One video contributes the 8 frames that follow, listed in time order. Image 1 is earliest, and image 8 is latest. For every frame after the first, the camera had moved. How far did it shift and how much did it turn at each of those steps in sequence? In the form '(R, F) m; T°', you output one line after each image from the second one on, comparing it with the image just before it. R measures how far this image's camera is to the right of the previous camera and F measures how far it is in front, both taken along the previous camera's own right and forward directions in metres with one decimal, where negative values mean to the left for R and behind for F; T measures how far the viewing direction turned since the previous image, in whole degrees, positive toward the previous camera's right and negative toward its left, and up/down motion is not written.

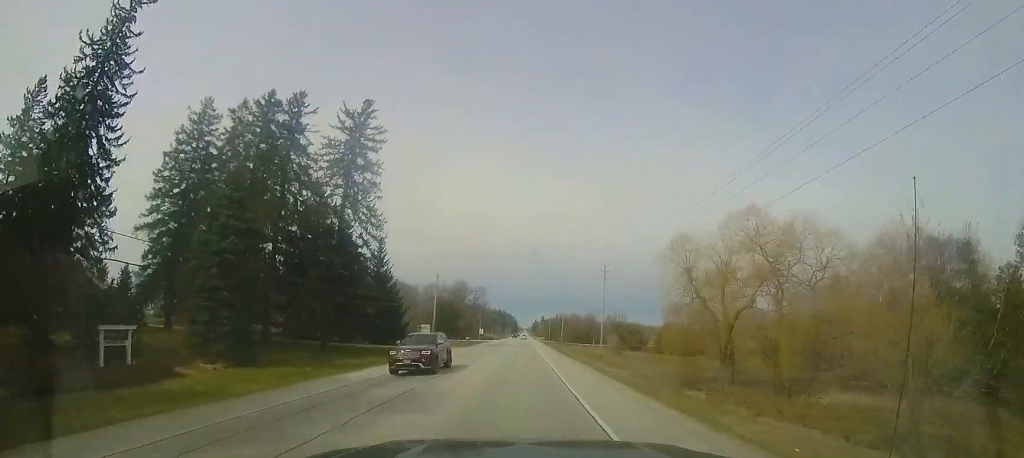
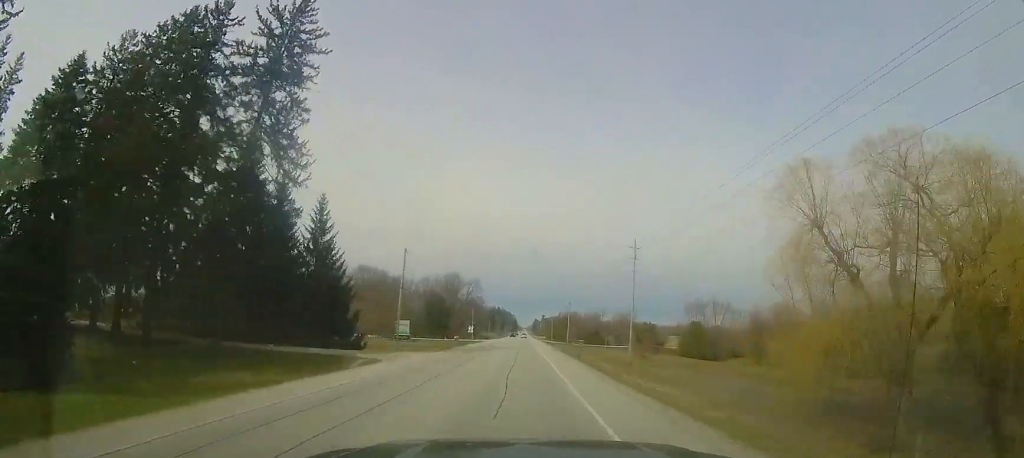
(+0.3, +16.9) m; 0°
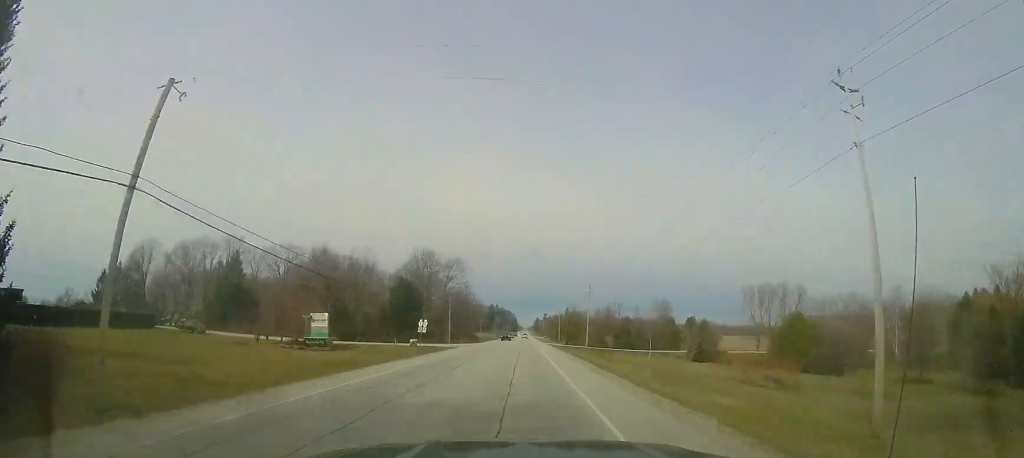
(-0.2, +33.0) m; 0°
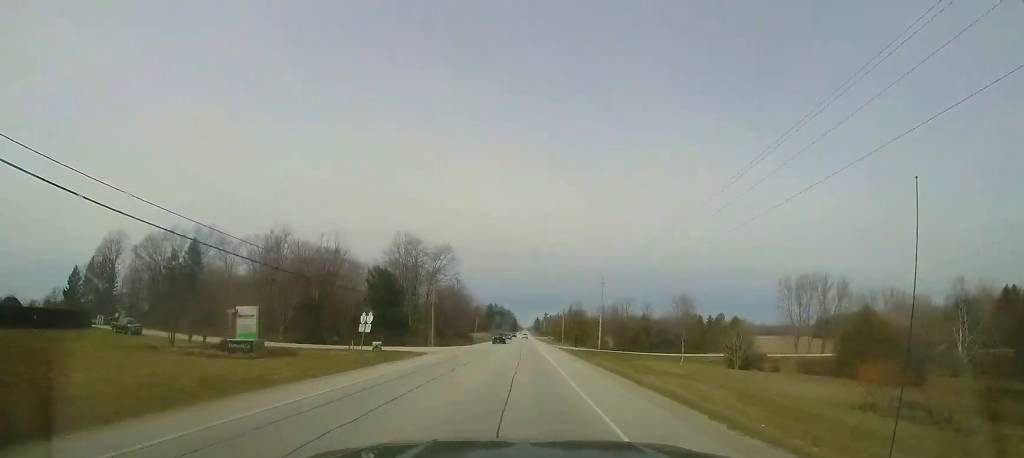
(-0.1, +13.0) m; 0°
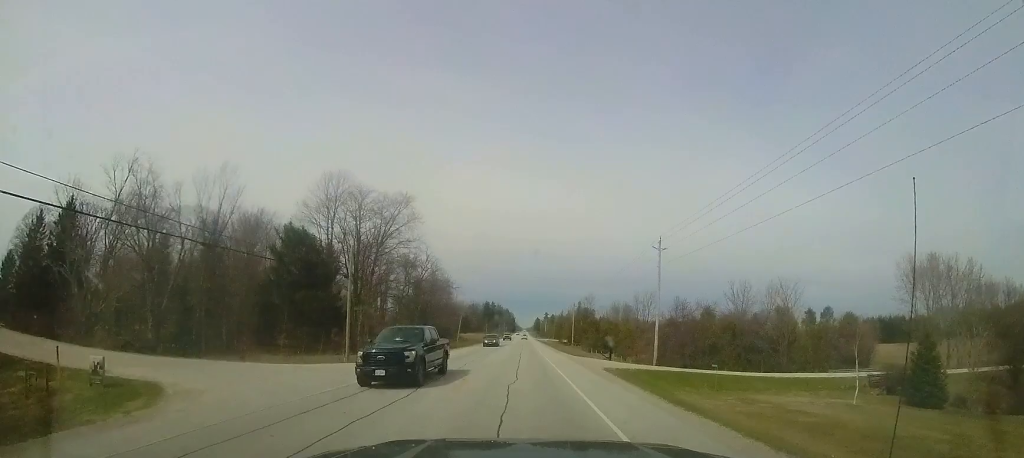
(+0.1, +28.0) m; +1°
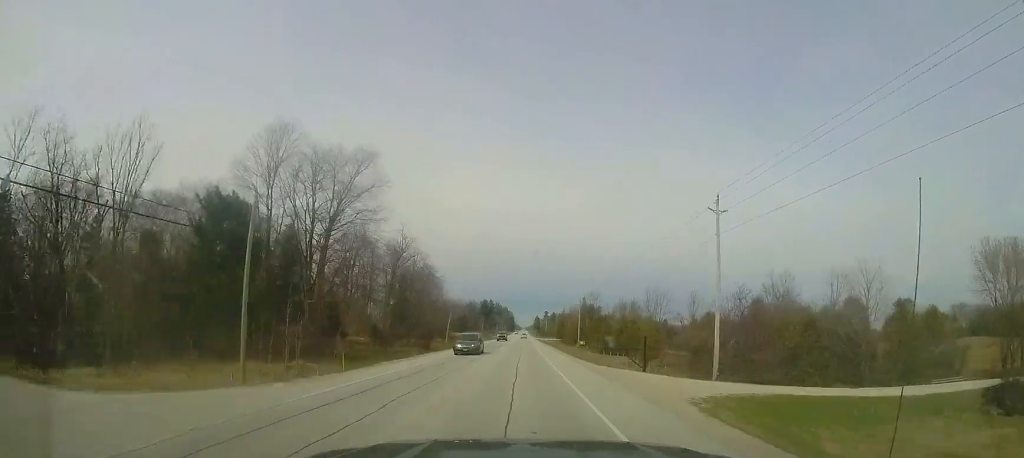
(+0.1, +11.9) m; 0°
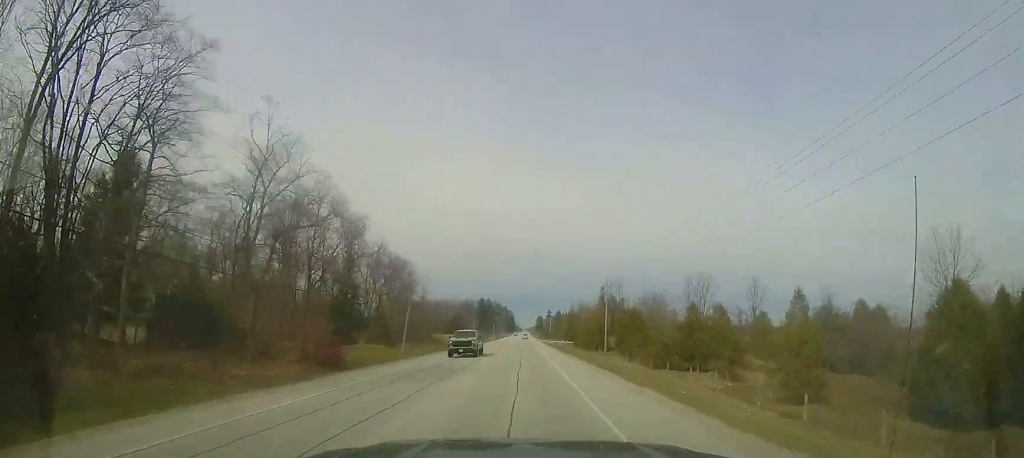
(0.0, +27.9) m; 0°
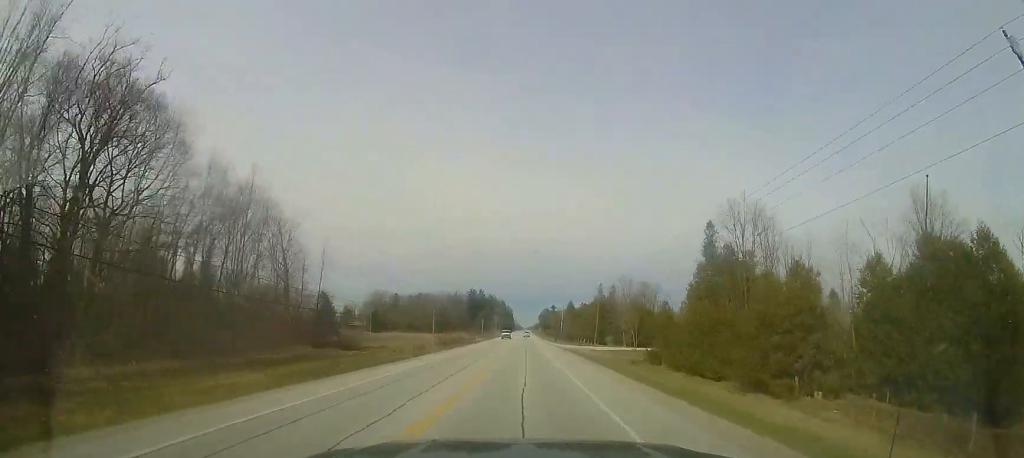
(0.0, +54.8) m; 0°
